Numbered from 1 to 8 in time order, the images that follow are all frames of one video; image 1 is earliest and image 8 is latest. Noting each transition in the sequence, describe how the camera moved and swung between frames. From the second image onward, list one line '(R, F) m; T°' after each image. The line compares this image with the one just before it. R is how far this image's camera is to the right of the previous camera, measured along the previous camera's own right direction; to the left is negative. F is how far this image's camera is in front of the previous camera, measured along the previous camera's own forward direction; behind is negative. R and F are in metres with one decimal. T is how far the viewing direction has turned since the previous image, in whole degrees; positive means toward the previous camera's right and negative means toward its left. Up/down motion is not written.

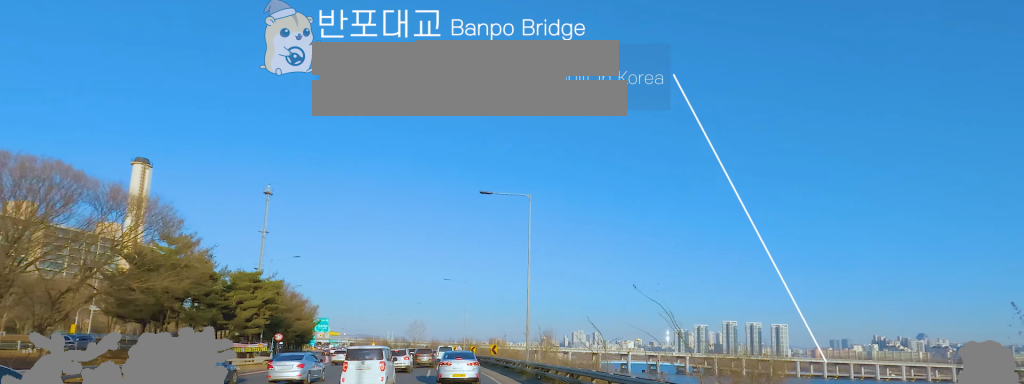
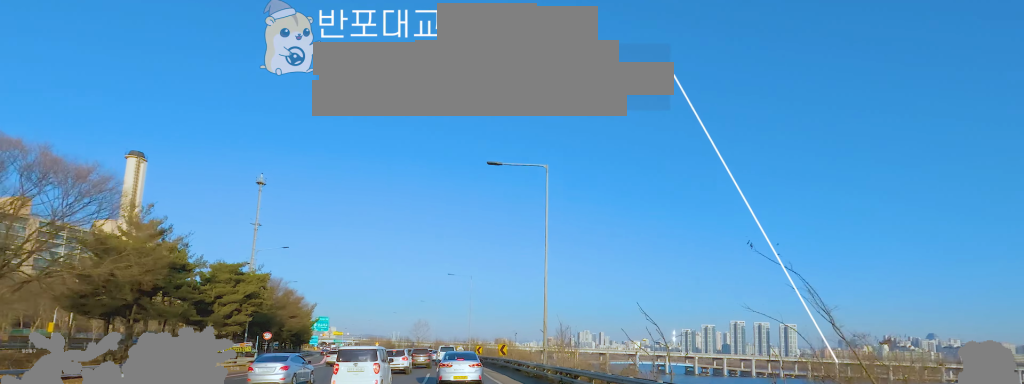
(+0.3, +5.1) m; +2°
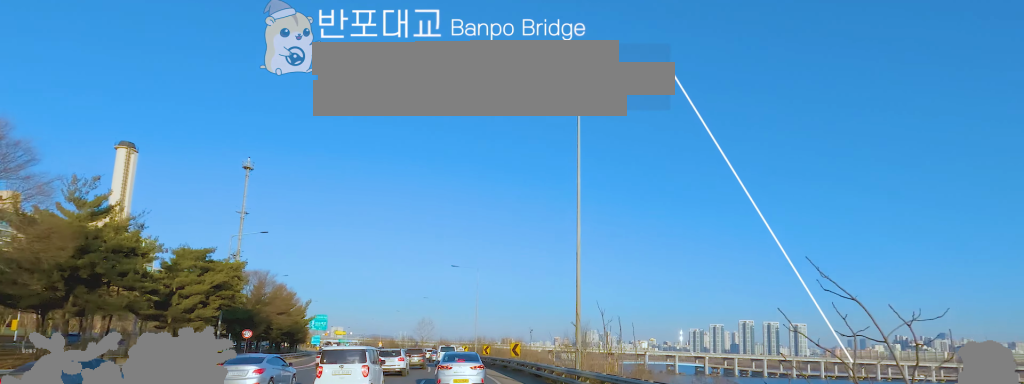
(+0.5, +6.5) m; +3°
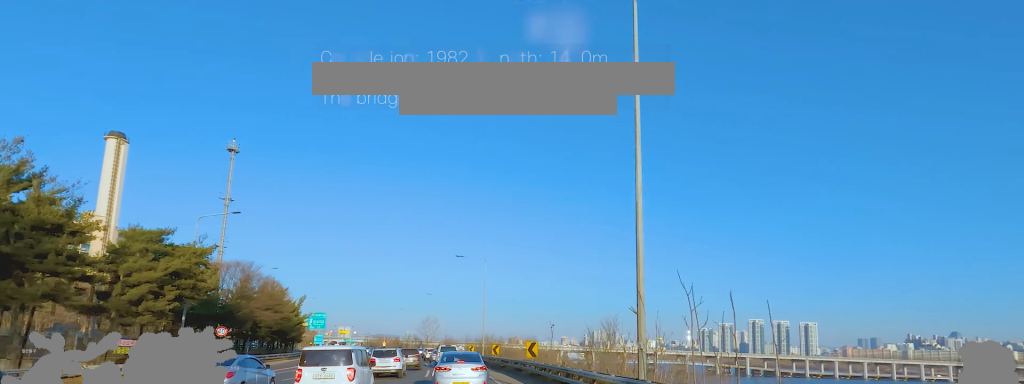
(0.0, +6.0) m; -1°
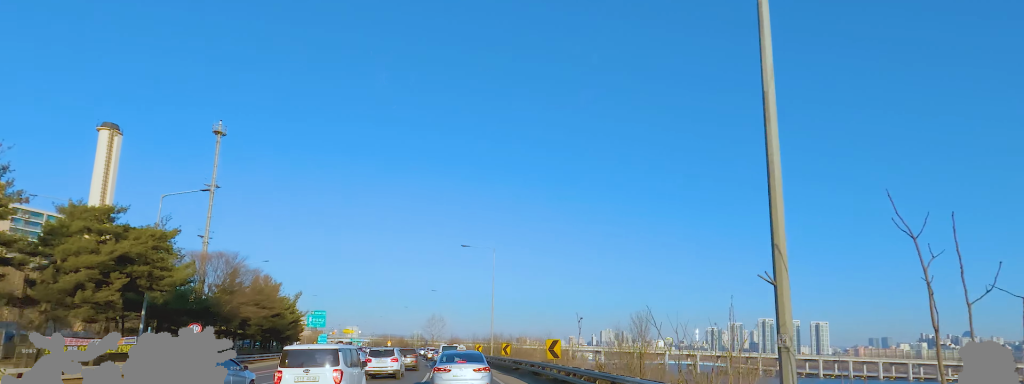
(0.0, +5.2) m; -2°
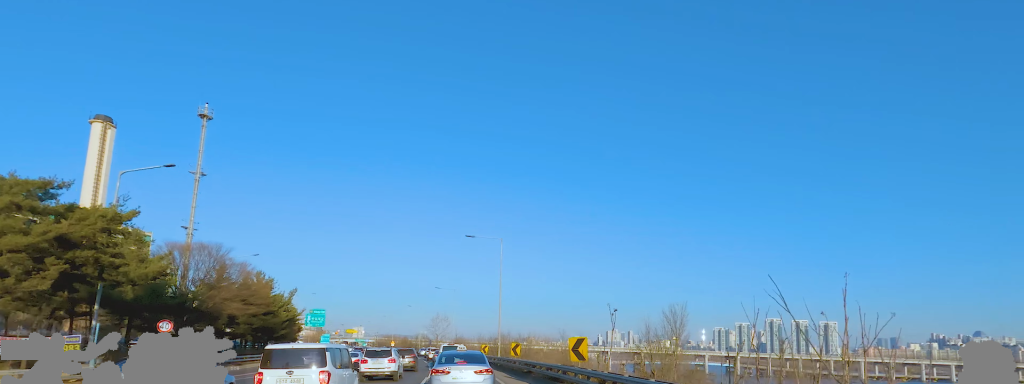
(-0.2, +4.1) m; -1°
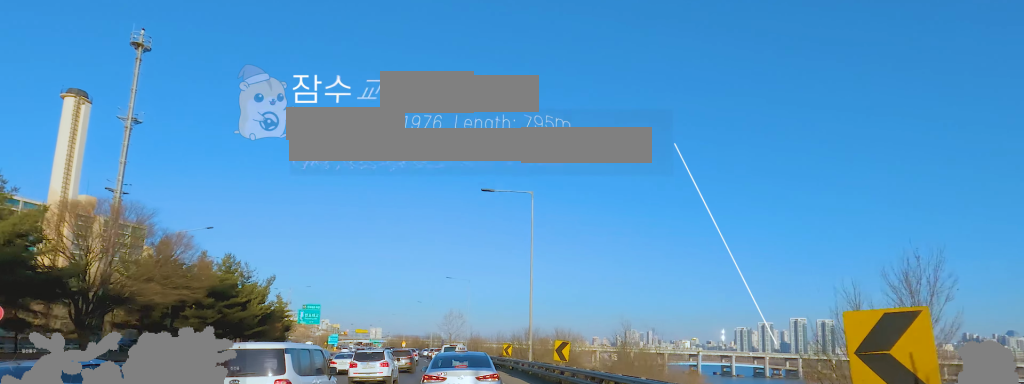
(-0.4, +13.2) m; 0°
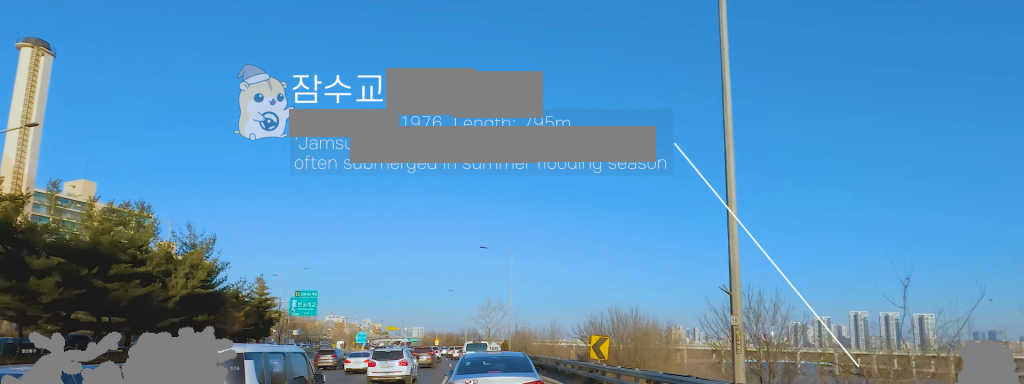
(-1.1, +21.6) m; -10°
